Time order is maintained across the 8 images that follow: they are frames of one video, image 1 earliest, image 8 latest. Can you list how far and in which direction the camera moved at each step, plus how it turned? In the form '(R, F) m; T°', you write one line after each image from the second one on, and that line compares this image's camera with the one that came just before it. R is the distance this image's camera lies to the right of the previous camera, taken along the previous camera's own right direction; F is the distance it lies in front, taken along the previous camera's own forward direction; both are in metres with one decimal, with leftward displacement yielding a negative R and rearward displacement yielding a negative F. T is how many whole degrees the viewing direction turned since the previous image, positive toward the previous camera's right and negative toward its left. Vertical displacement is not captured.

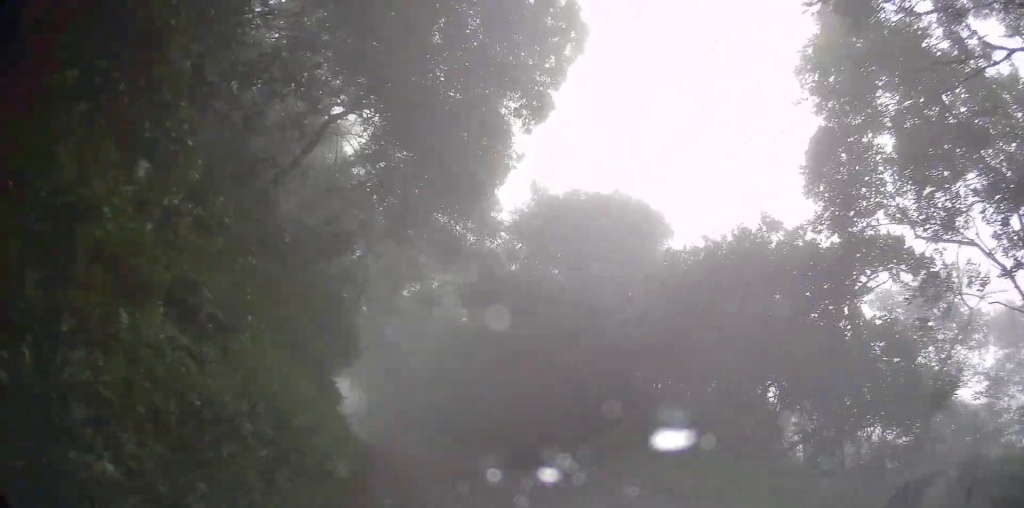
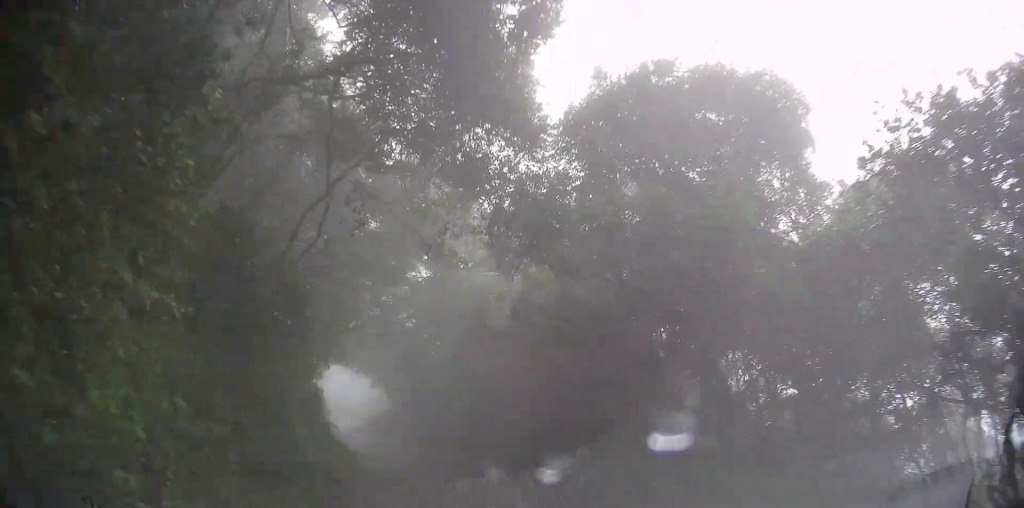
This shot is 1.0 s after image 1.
(0.0, +6.1) m; -2°
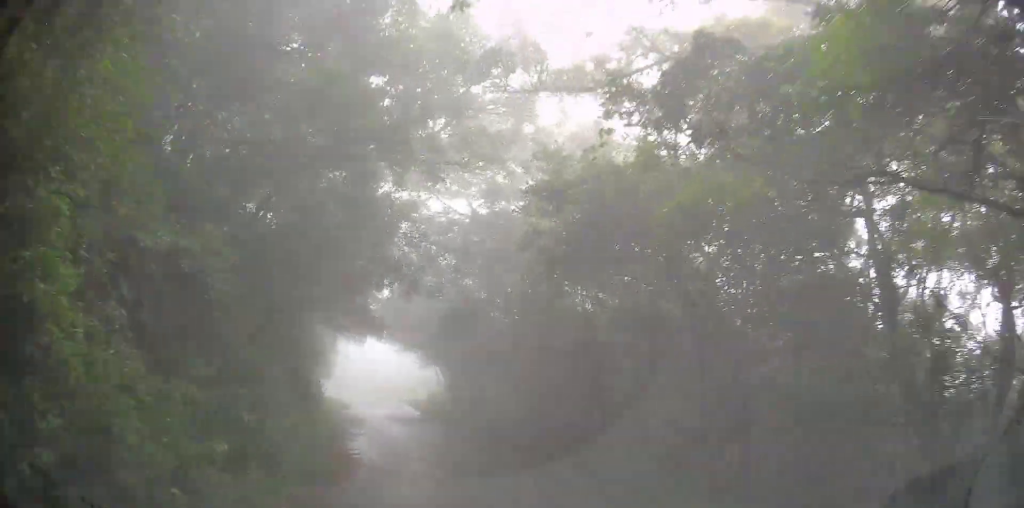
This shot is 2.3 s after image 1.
(-0.3, +7.8) m; -6°
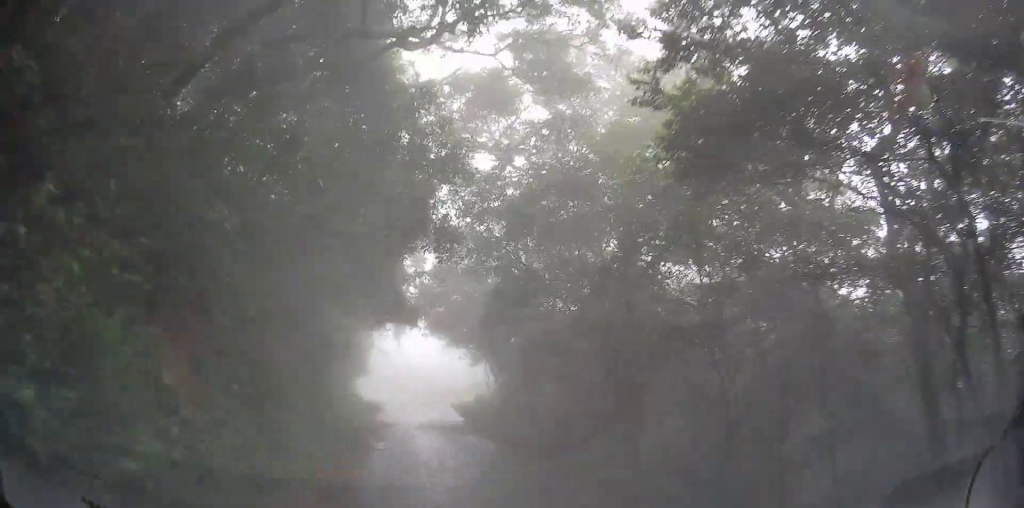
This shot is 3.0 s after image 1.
(-0.1, +4.6) m; -4°
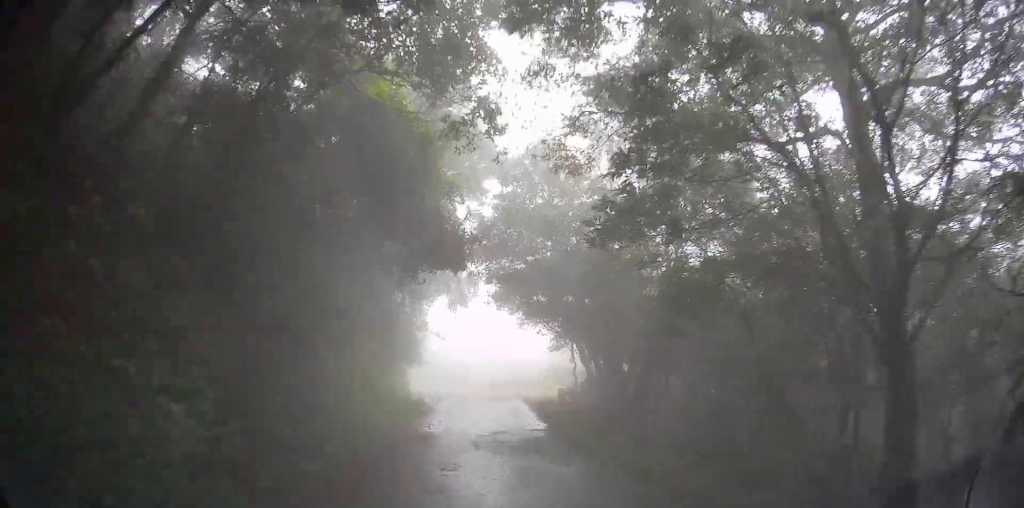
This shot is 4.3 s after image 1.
(-0.5, +8.1) m; -4°
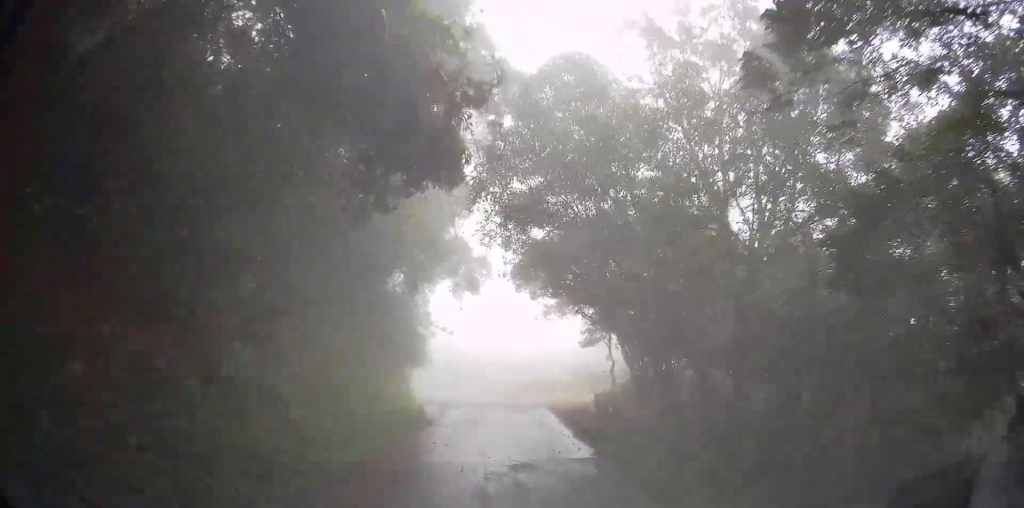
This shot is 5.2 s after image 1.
(0.0, +5.5) m; -3°
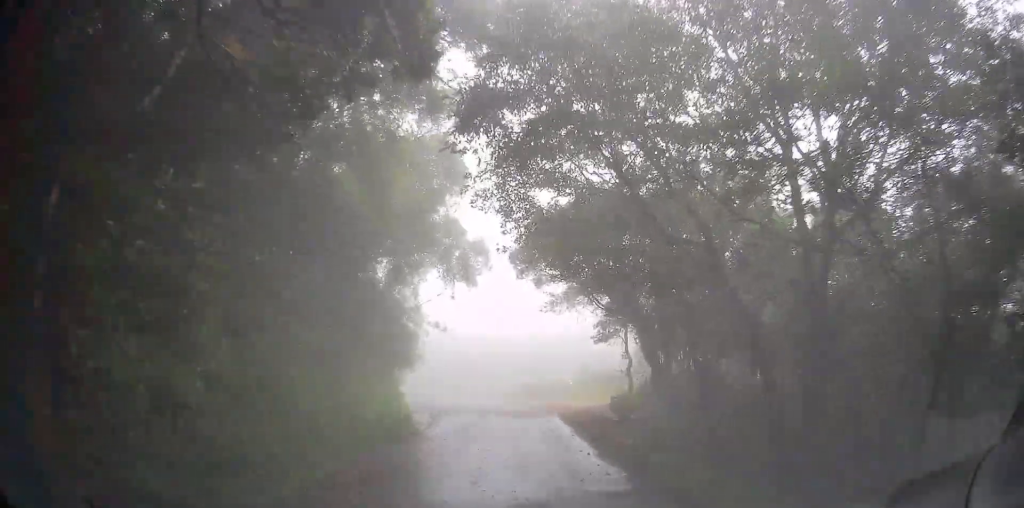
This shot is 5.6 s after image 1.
(+0.1, +2.9) m; -3°
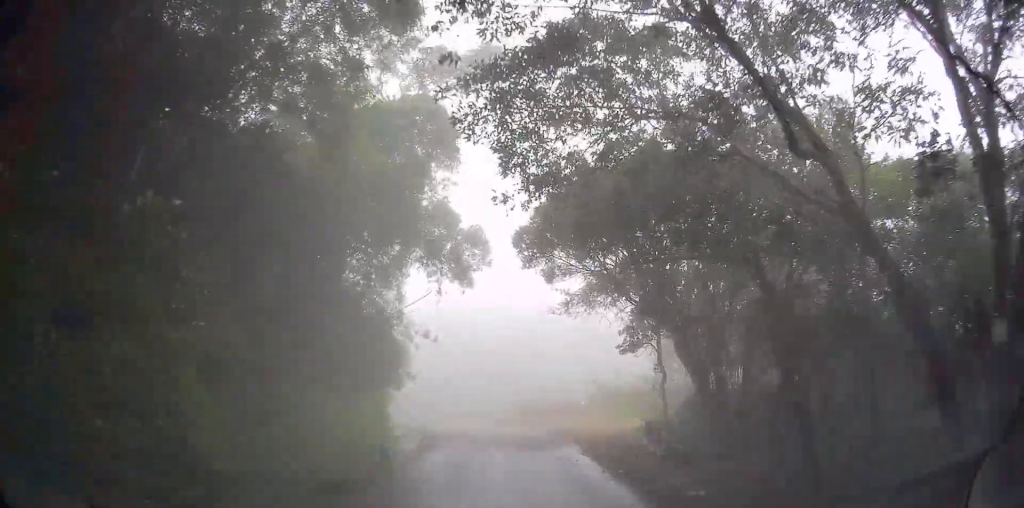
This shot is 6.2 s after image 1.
(-0.3, +3.9) m; -4°
